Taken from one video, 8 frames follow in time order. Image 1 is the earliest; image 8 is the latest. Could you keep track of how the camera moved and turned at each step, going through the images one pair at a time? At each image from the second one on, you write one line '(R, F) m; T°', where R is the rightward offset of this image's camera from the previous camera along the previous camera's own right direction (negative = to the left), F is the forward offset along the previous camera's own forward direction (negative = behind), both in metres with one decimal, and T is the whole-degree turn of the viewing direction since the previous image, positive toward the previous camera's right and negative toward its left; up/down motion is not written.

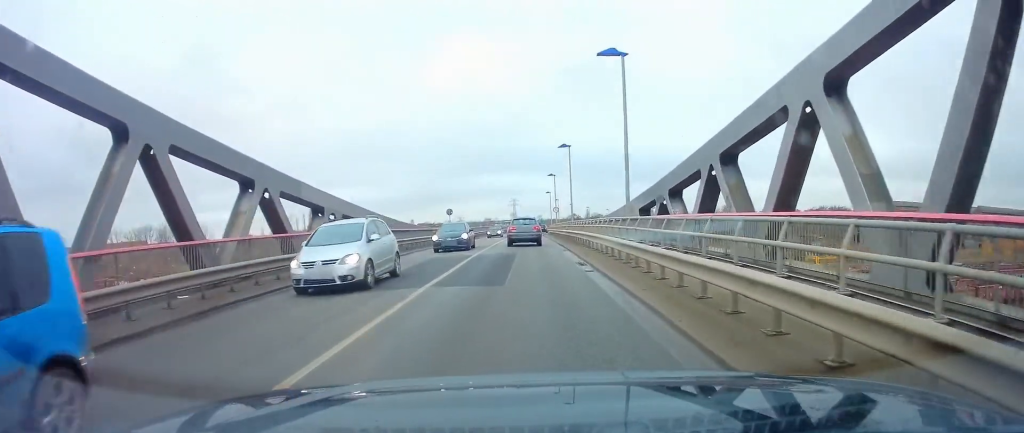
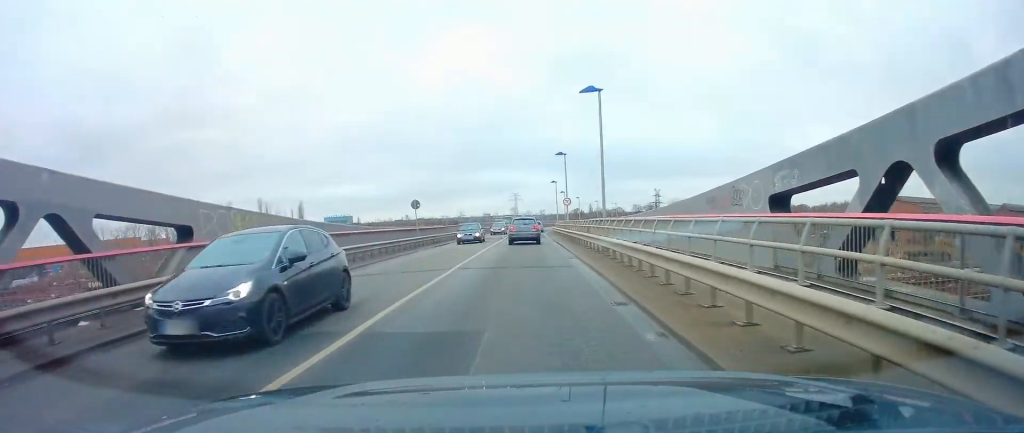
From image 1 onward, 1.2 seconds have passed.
(+0.1, +15.3) m; +1°
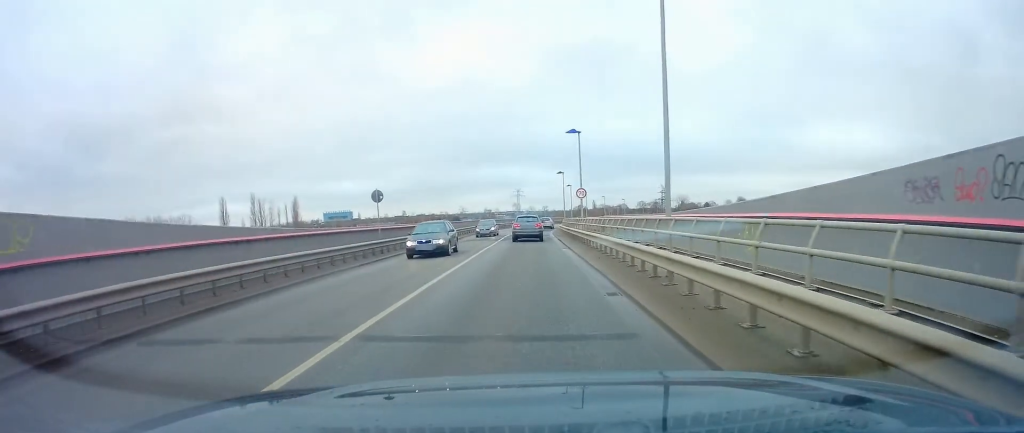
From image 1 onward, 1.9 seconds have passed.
(0.0, +9.5) m; +1°
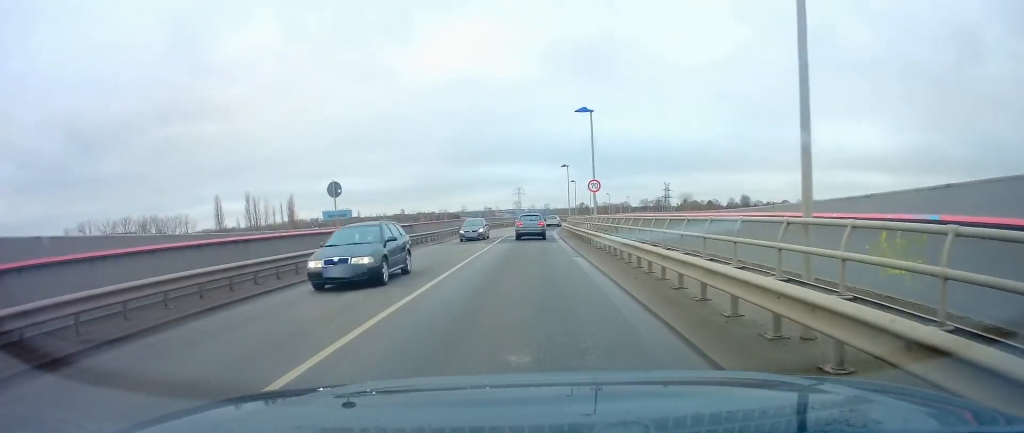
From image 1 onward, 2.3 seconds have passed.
(0.0, +6.0) m; +1°
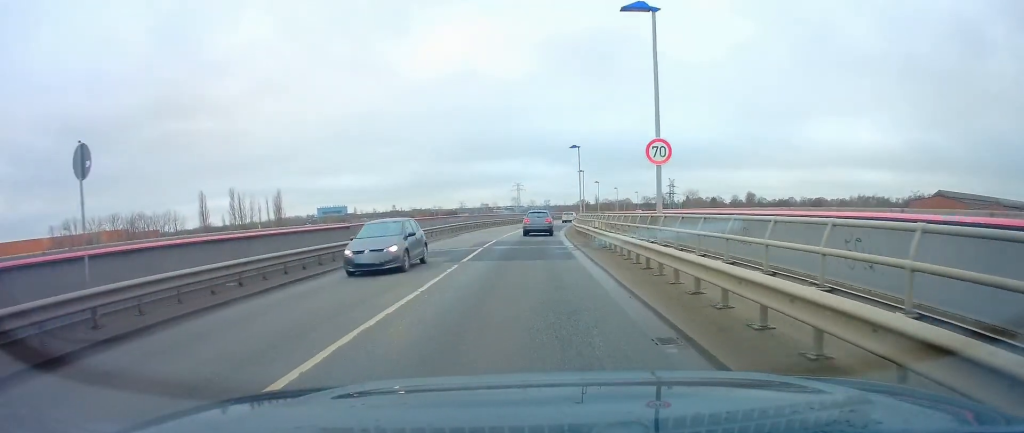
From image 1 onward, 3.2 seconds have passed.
(+0.2, +12.9) m; -1°
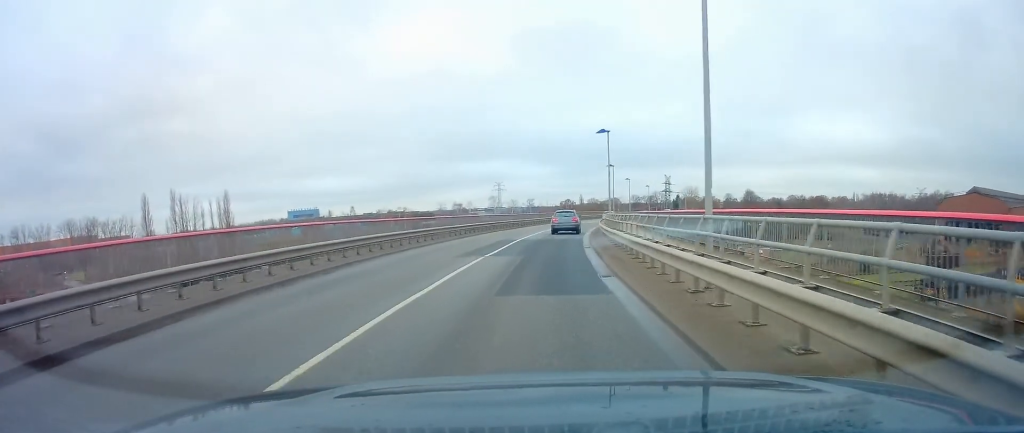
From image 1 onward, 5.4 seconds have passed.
(+0.2, +32.1) m; +2°
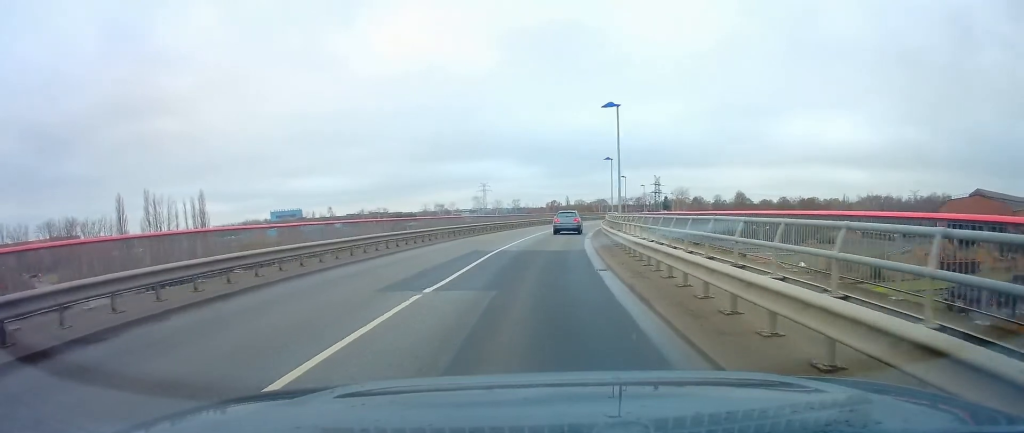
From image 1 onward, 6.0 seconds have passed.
(0.0, +8.5) m; +1°
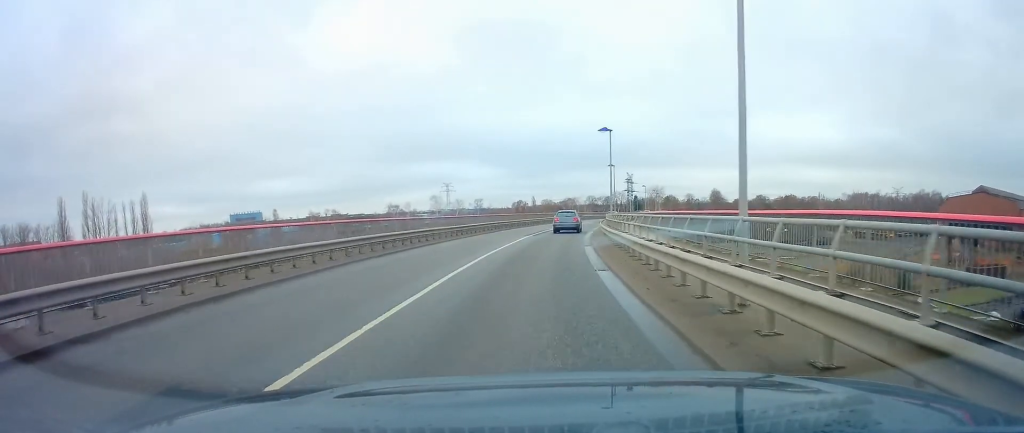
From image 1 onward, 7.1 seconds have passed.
(+0.5, +17.1) m; +2°
